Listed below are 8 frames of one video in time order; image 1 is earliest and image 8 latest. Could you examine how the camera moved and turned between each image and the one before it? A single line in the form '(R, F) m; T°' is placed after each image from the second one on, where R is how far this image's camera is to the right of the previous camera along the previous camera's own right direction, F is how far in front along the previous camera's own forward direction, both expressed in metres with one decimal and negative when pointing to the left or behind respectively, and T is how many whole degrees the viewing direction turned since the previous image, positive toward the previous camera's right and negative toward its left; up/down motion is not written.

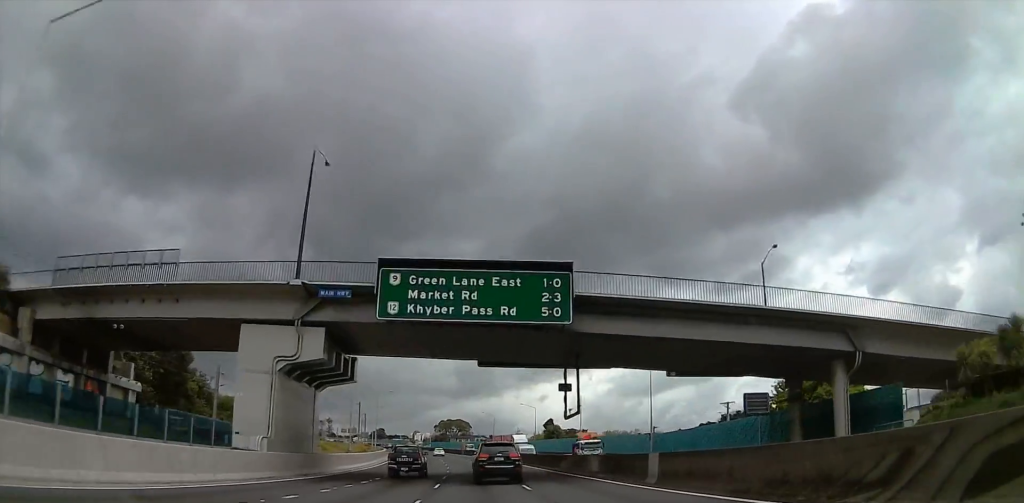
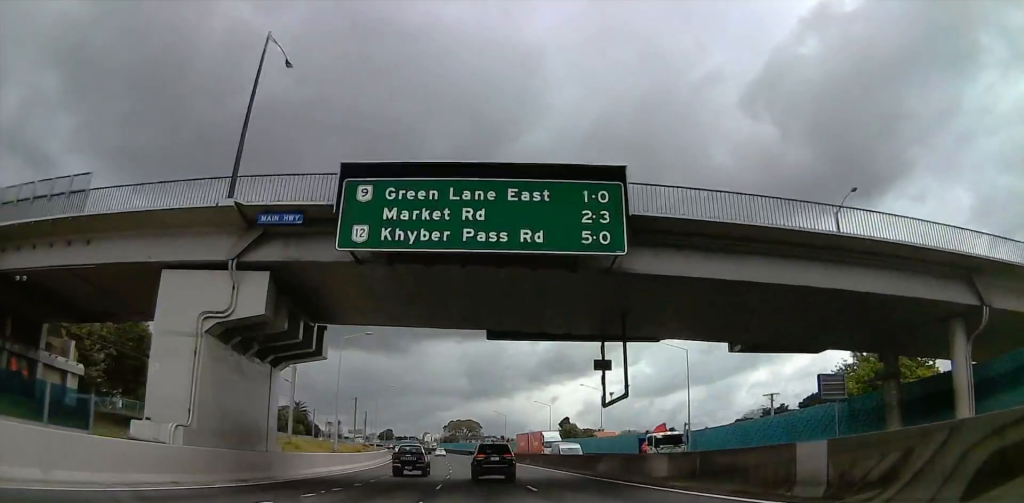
(0.0, +11.1) m; 0°
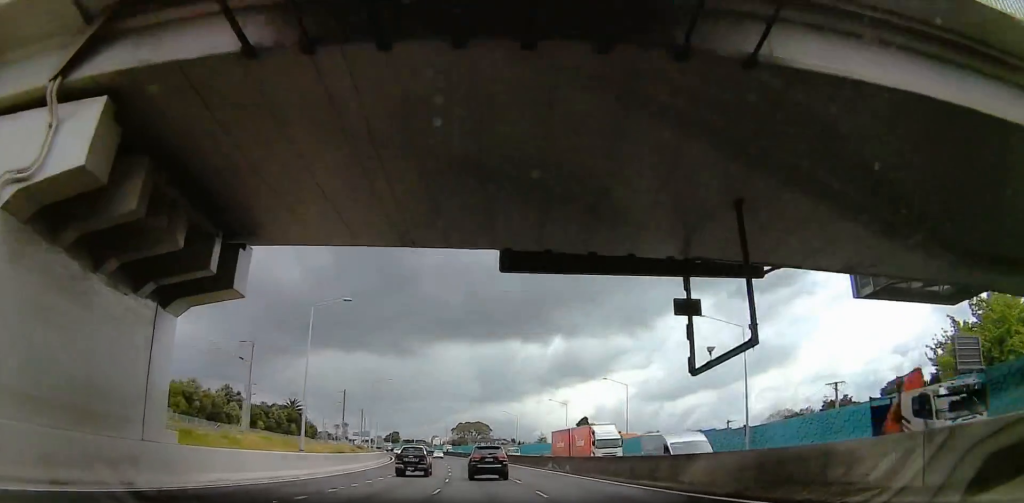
(0.0, +12.9) m; 0°
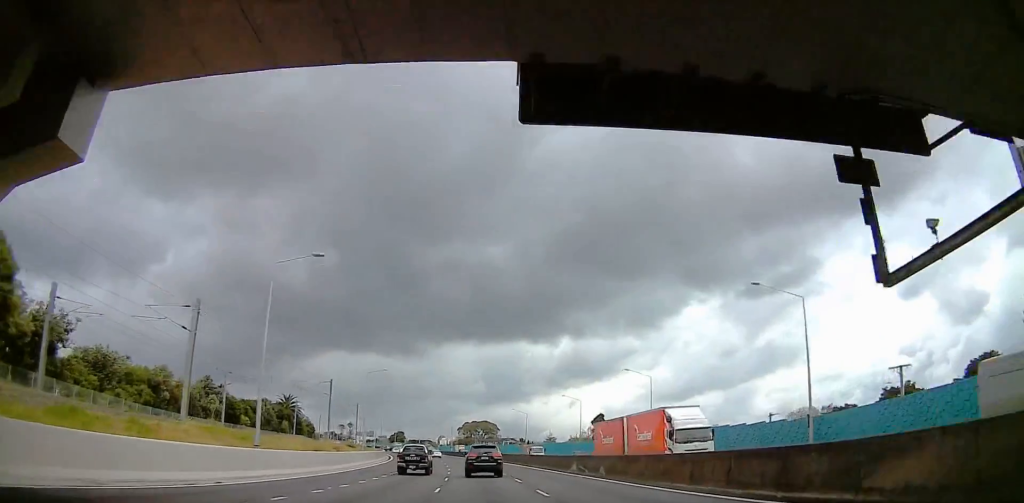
(+0.1, +10.4) m; -1°
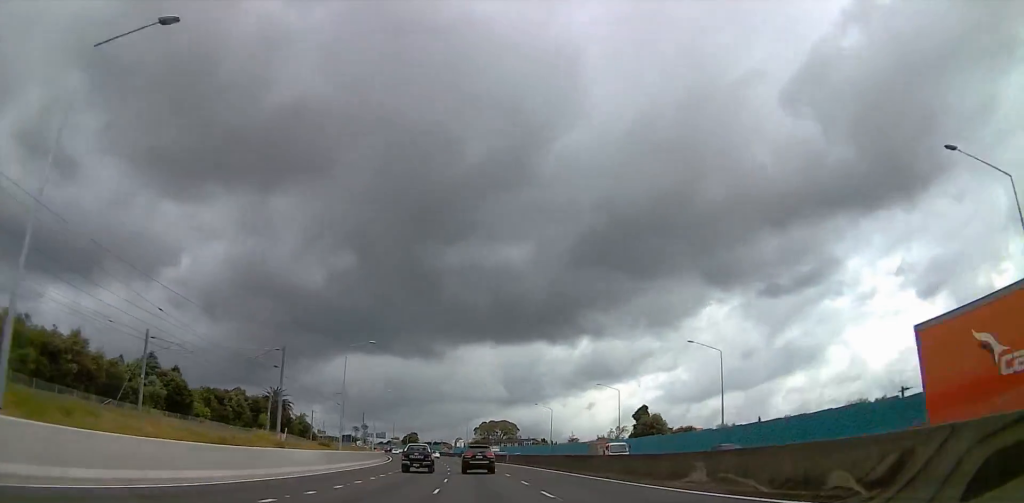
(-0.5, +20.9) m; -3°
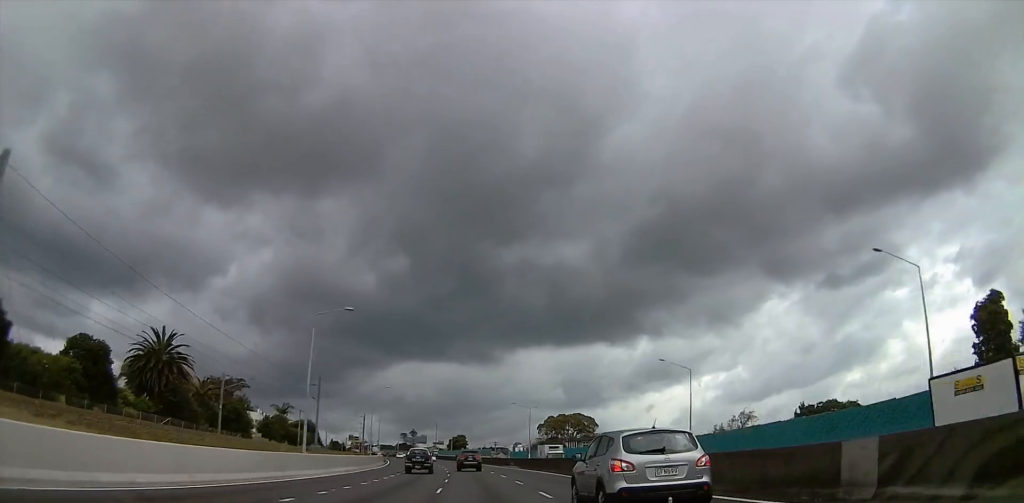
(-2.8, +67.9) m; -5°
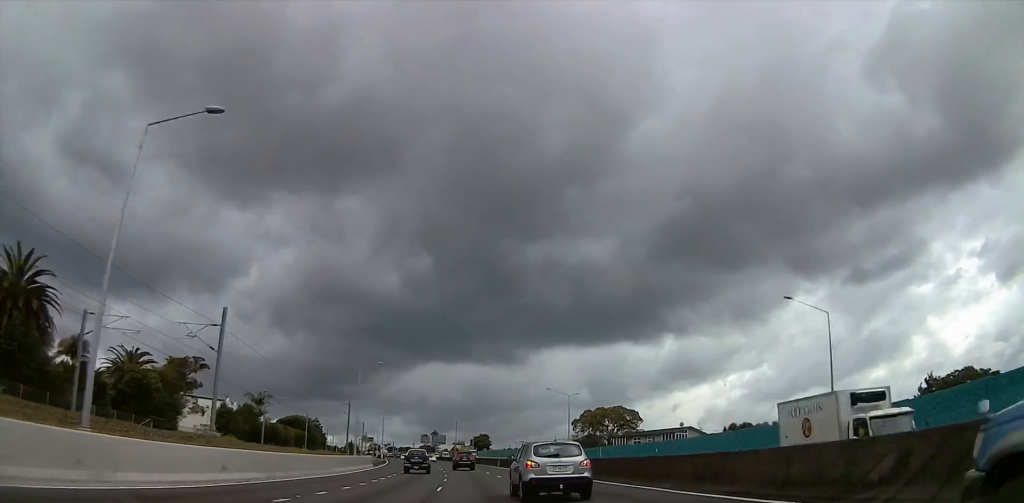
(-0.6, +28.2) m; -1°
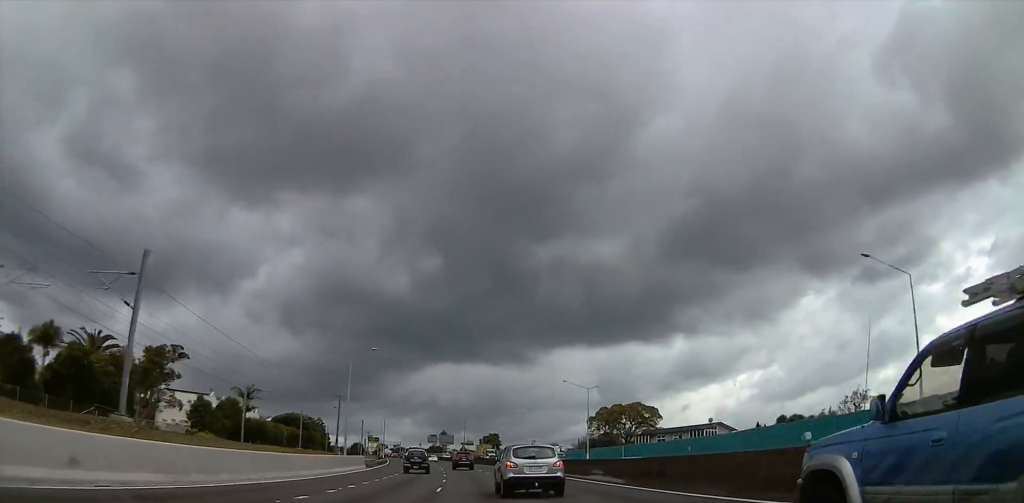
(0.0, +10.5) m; -1°
